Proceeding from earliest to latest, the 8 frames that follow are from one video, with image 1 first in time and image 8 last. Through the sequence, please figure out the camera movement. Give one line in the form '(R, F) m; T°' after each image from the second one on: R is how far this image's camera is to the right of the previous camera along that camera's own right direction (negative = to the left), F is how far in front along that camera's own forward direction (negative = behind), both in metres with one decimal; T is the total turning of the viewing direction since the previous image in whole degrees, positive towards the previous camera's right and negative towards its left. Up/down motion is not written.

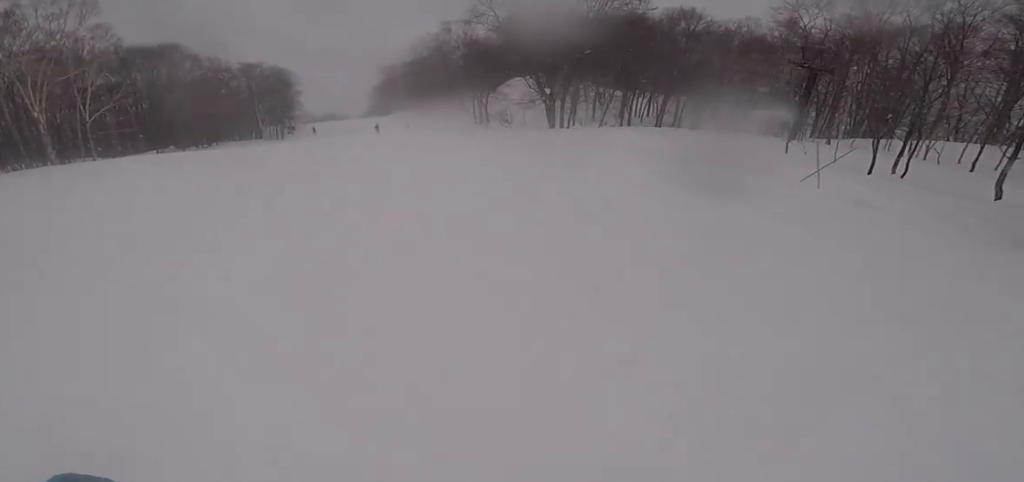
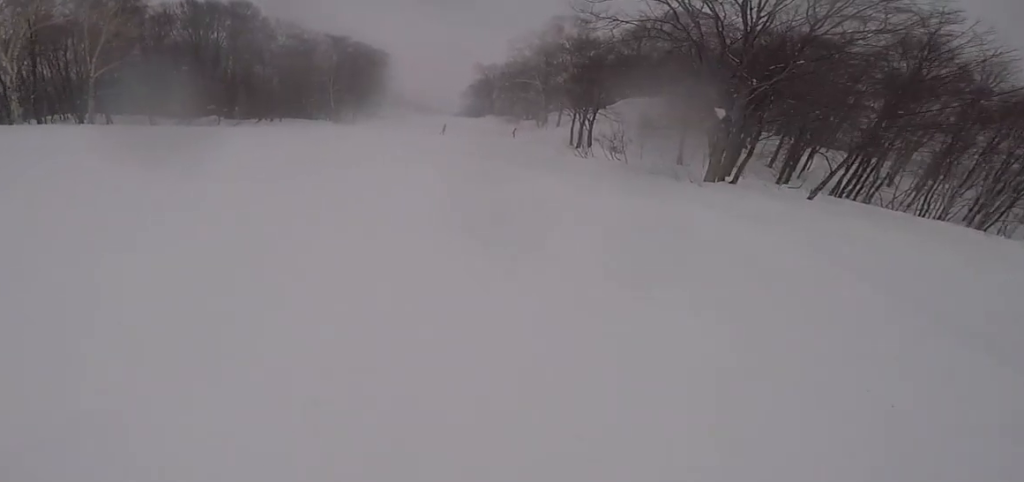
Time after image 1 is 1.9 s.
(-0.5, +14.9) m; -12°
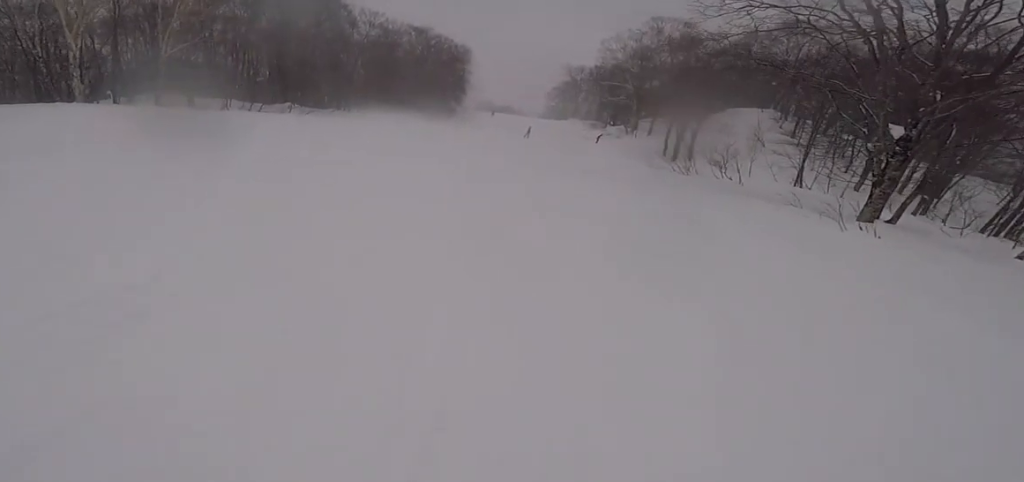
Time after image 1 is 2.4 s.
(-0.5, +4.4) m; -6°
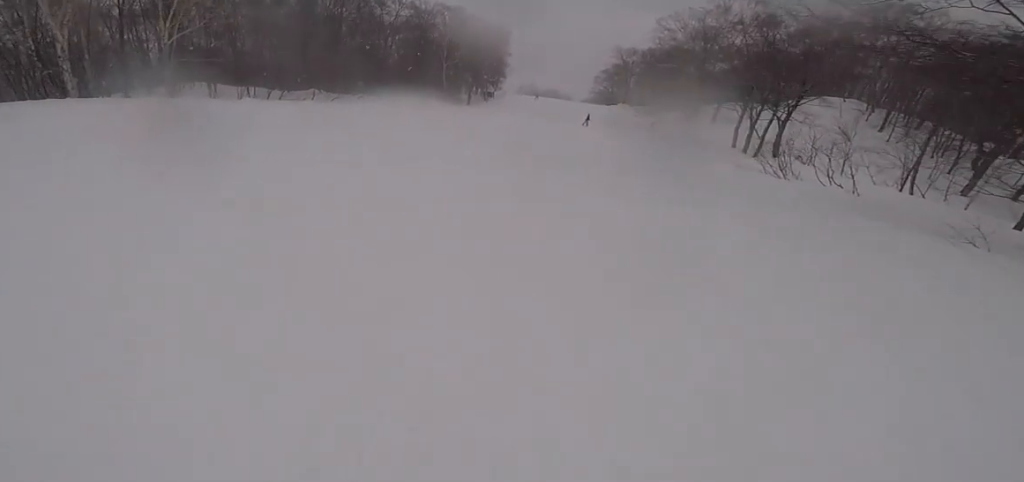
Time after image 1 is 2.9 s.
(0.0, +4.1) m; +2°
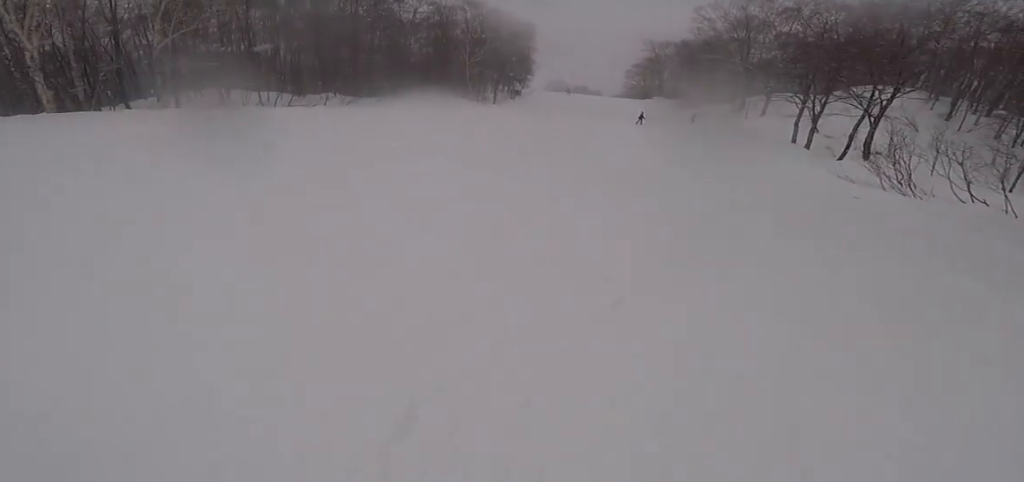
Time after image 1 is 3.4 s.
(-0.1, +4.4) m; +3°
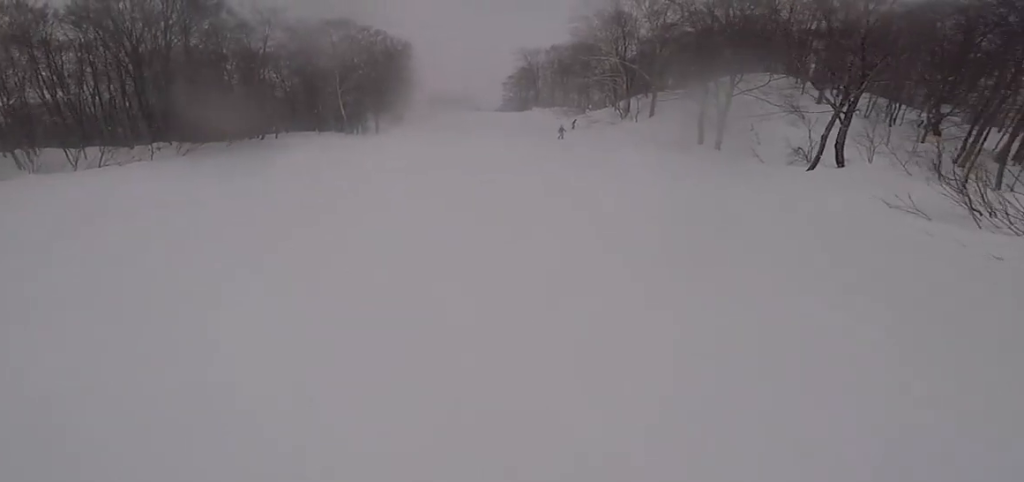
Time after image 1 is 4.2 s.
(+0.5, +7.2) m; 0°
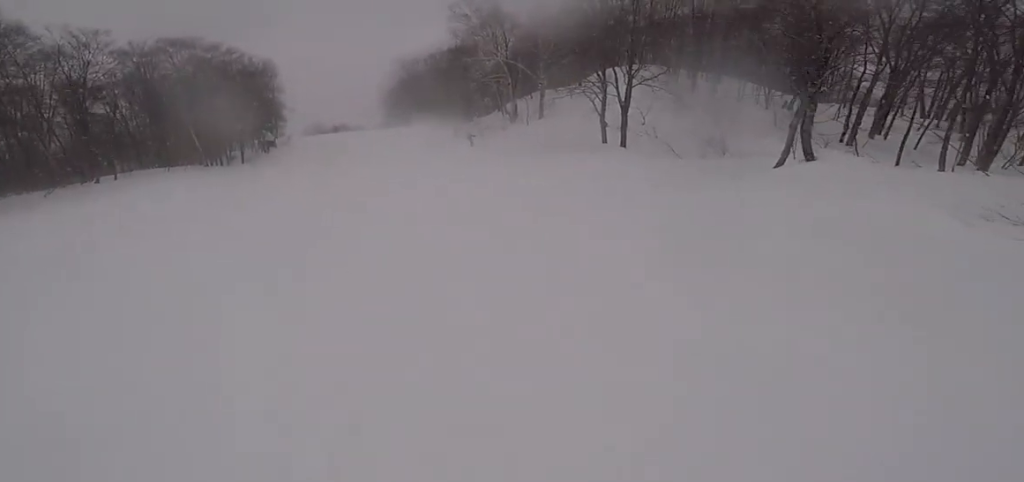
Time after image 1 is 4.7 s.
(0.0, +5.1) m; 0°
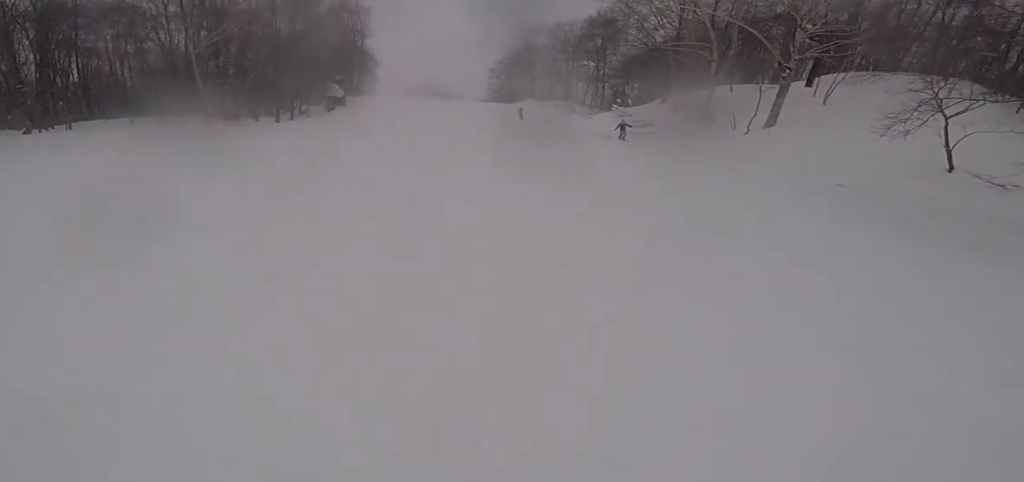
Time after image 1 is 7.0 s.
(+0.7, +21.8) m; +5°
